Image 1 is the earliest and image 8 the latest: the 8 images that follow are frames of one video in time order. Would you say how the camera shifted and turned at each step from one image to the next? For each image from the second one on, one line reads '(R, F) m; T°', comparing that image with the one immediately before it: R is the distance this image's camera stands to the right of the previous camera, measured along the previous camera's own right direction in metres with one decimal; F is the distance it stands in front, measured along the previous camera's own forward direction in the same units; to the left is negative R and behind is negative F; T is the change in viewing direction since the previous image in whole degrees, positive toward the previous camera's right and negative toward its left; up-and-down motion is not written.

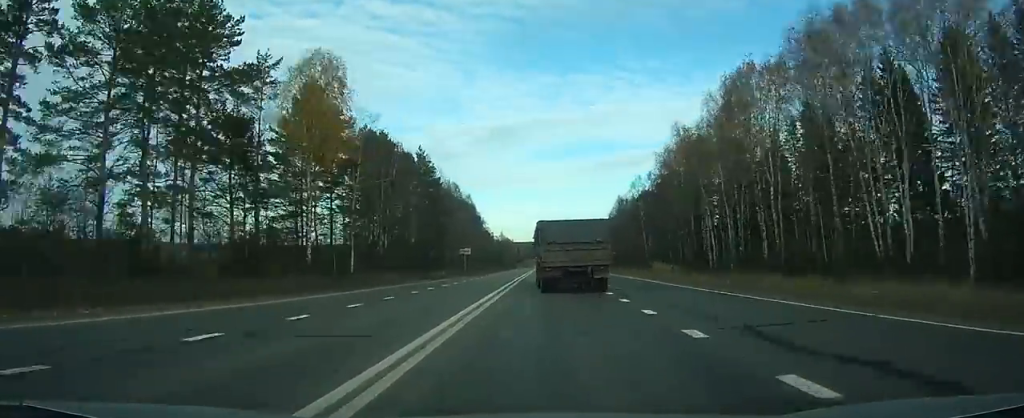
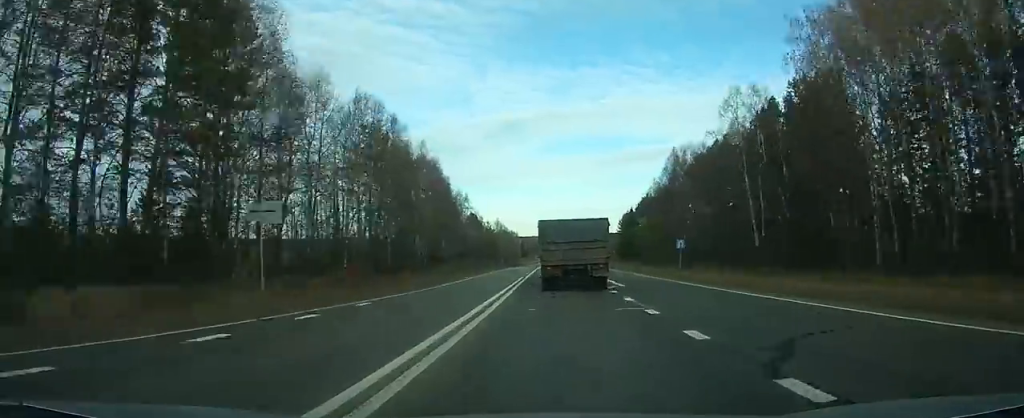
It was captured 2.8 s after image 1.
(+0.1, +64.9) m; 0°
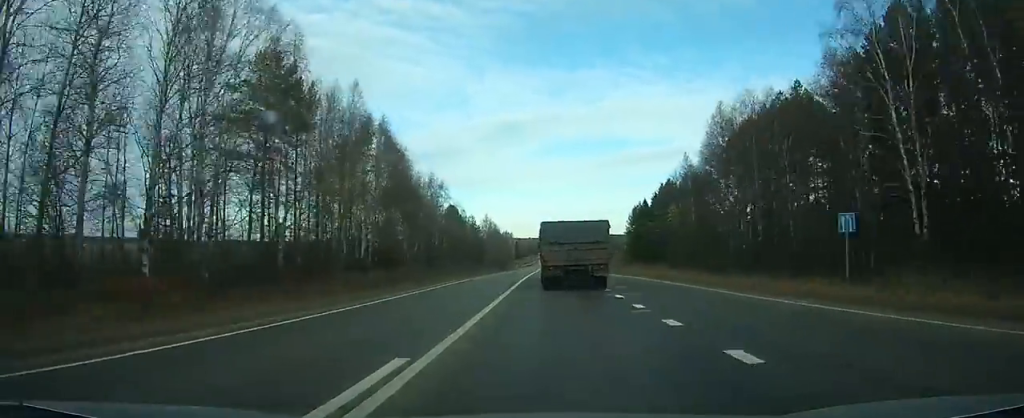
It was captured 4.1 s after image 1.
(-0.1, +30.8) m; 0°
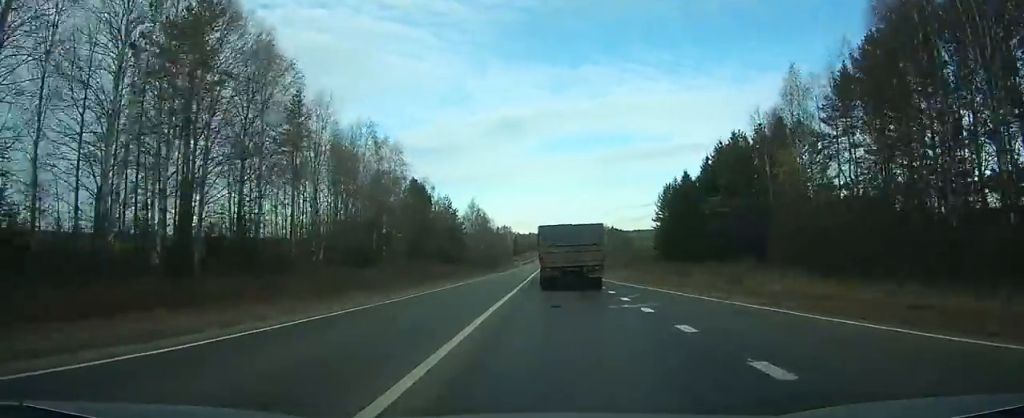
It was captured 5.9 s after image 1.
(+0.1, +41.5) m; 0°
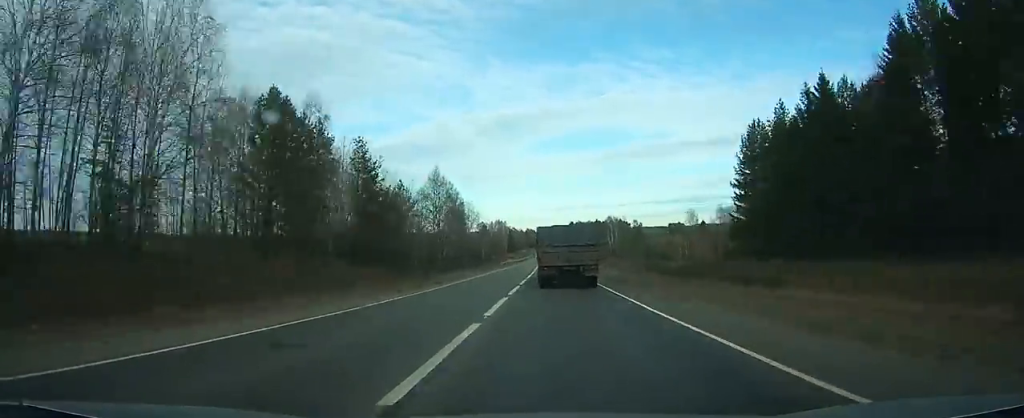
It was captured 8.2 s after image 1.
(-0.1, +52.4) m; 0°
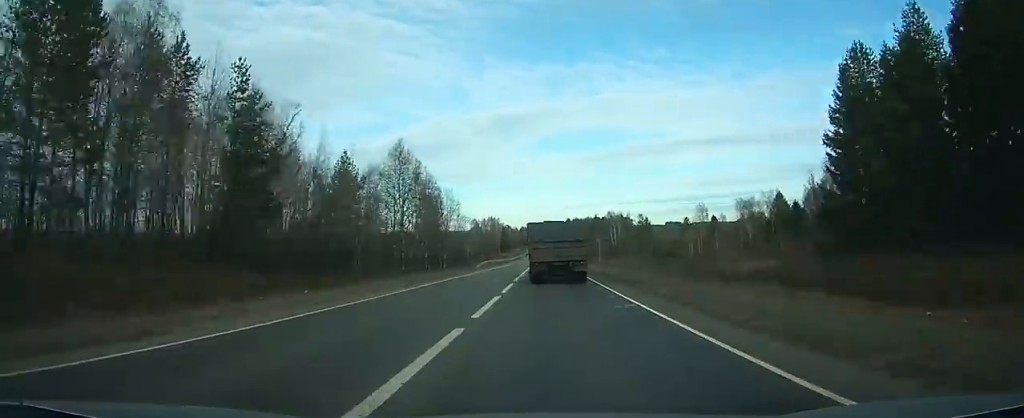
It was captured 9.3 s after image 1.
(0.0, +24.9) m; 0°
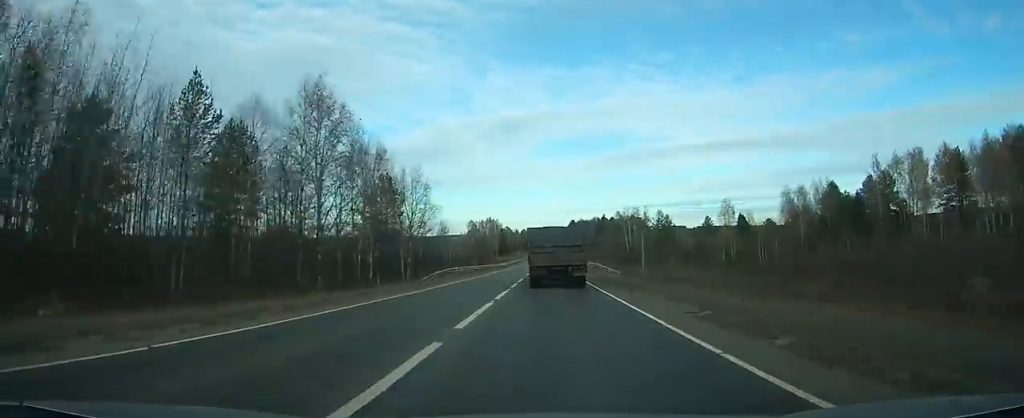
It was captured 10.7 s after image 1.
(+0.1, +32.8) m; 0°
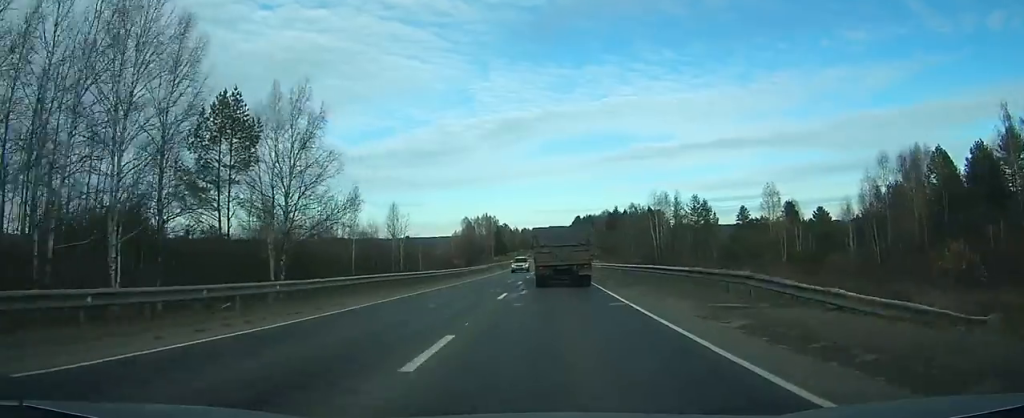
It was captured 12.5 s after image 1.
(+0.2, +42.8) m; 0°
